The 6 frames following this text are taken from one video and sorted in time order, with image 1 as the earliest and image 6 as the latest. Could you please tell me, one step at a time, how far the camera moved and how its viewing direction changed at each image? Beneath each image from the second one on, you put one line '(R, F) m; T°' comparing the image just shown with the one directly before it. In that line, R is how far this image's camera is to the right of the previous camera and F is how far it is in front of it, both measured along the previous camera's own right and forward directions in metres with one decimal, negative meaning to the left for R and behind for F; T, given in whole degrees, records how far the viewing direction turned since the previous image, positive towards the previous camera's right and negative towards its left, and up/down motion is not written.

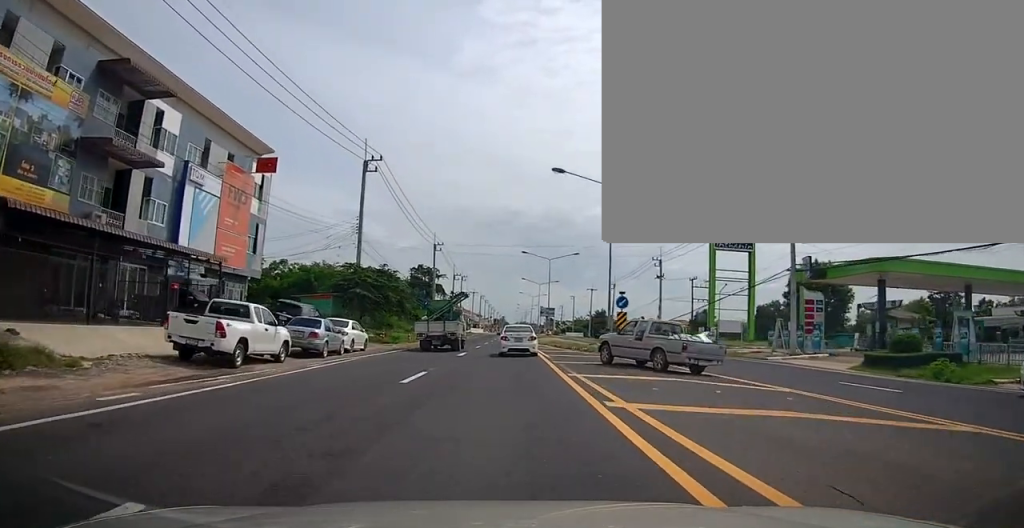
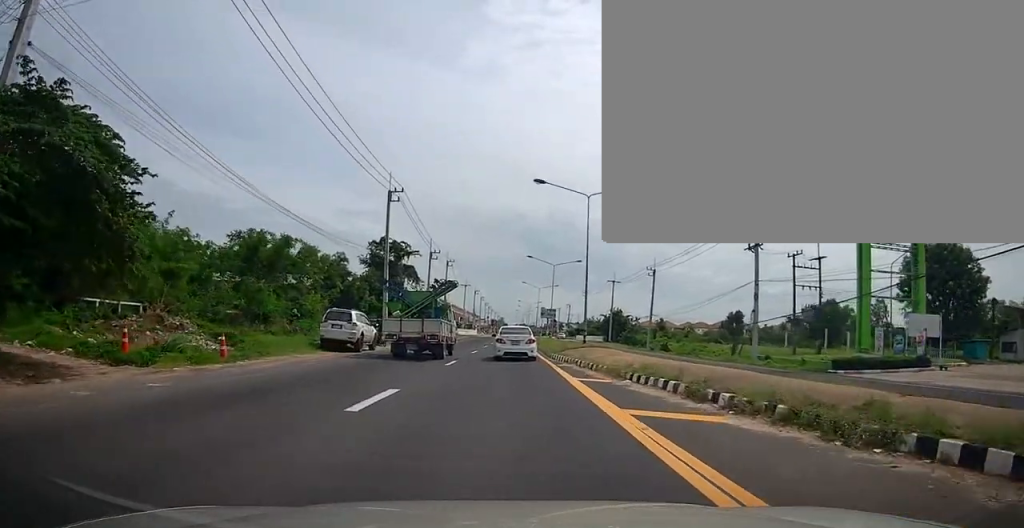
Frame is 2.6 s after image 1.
(-0.7, +30.5) m; 0°
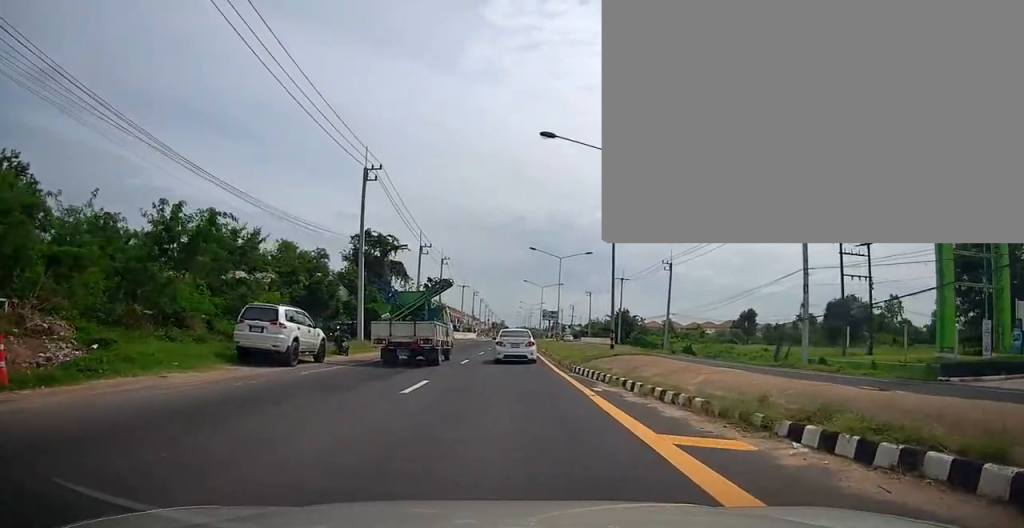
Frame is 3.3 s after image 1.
(+0.4, +8.1) m; -1°
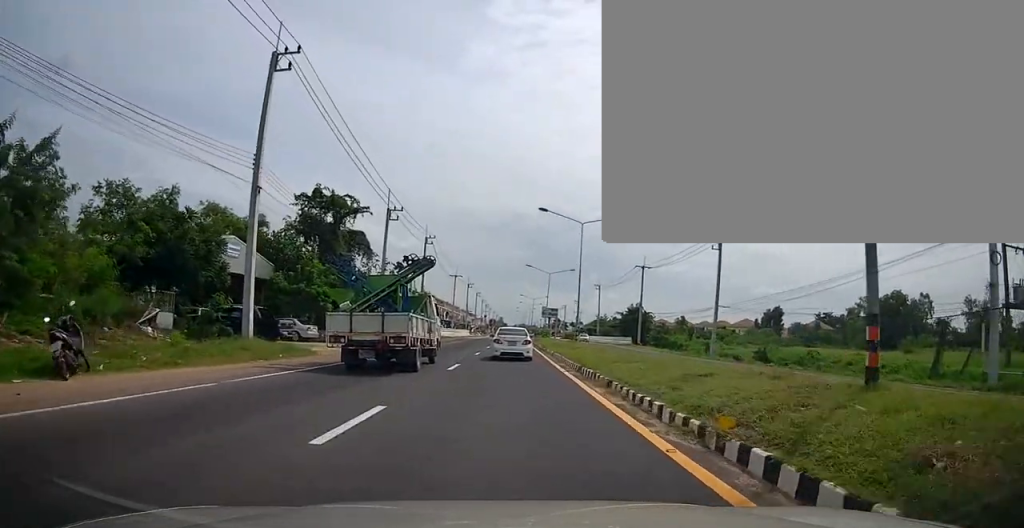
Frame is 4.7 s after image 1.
(-0.6, +17.2) m; 0°
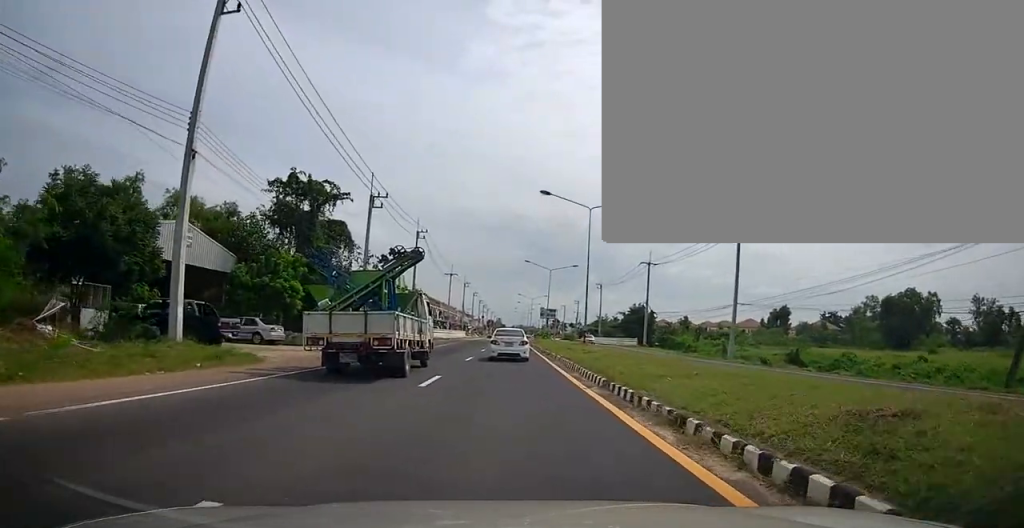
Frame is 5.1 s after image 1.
(+0.2, +5.1) m; +1°
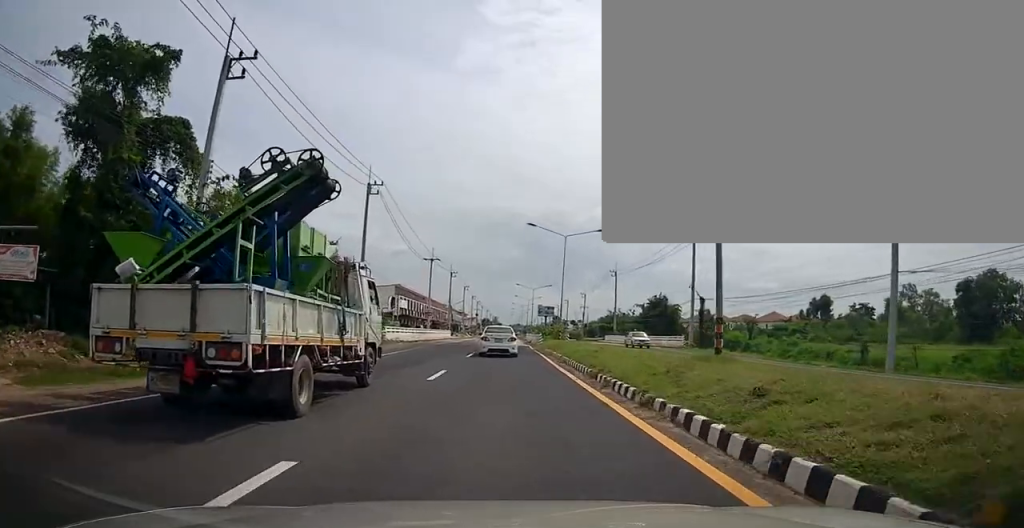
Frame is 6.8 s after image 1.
(-0.2, +22.3) m; -3°
